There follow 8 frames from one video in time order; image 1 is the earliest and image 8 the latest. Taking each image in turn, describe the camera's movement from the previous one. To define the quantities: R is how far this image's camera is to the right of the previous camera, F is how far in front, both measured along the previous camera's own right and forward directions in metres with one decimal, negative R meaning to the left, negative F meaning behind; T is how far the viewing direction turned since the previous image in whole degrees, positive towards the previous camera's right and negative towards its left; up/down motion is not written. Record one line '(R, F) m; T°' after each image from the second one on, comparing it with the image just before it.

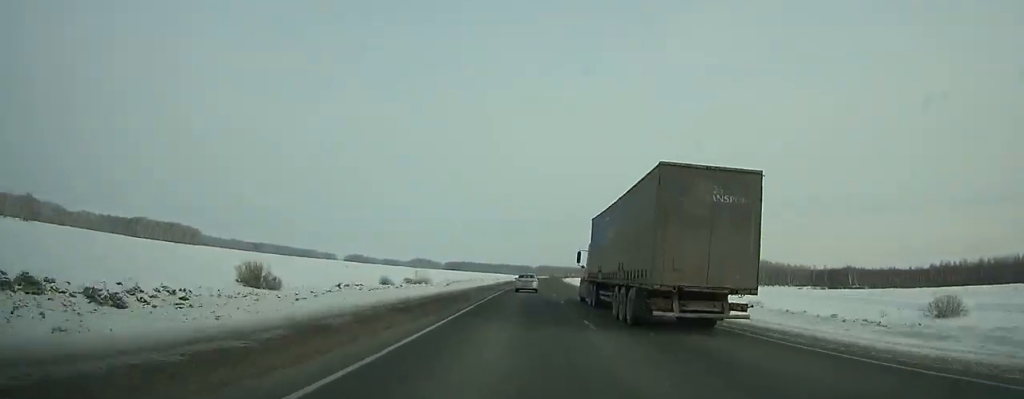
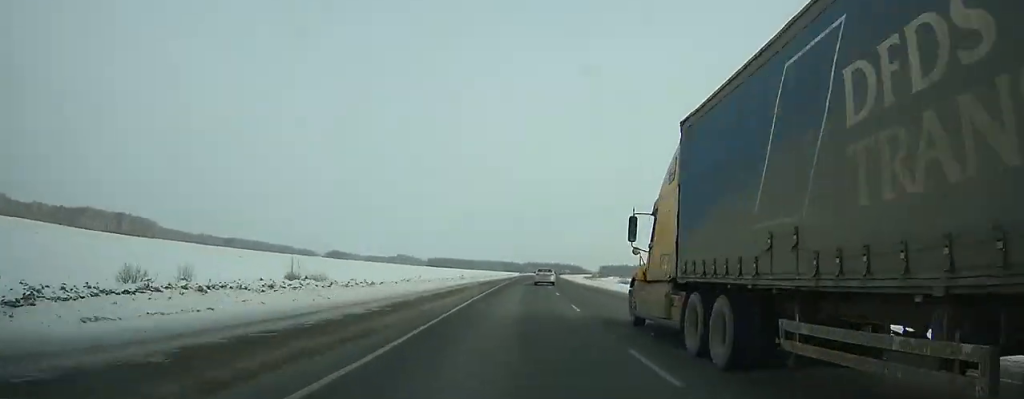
(+0.6, +68.7) m; +1°
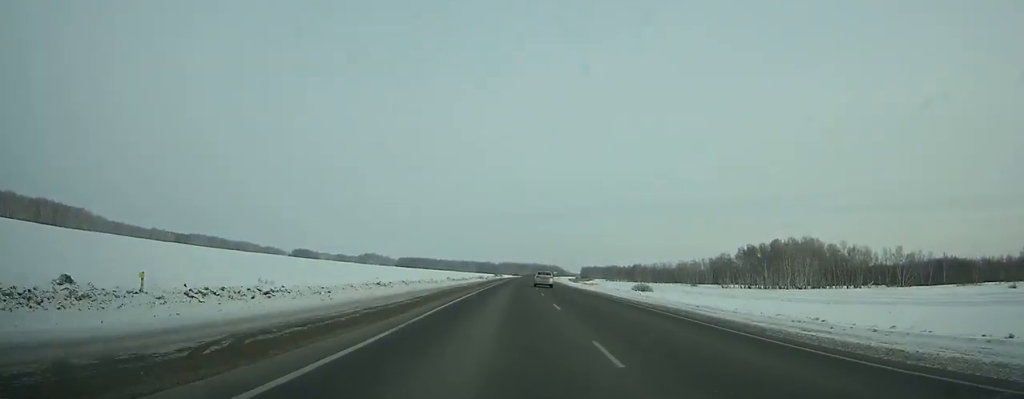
(+1.1, +82.5) m; +2°
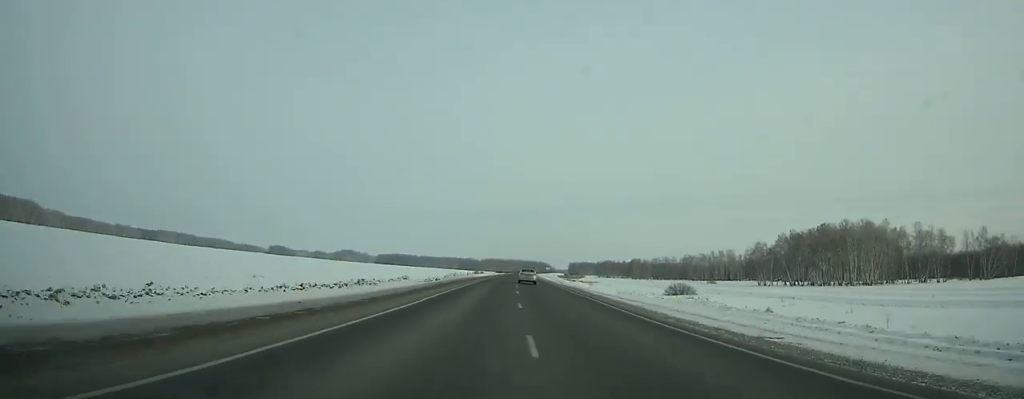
(+0.6, +58.6) m; +1°
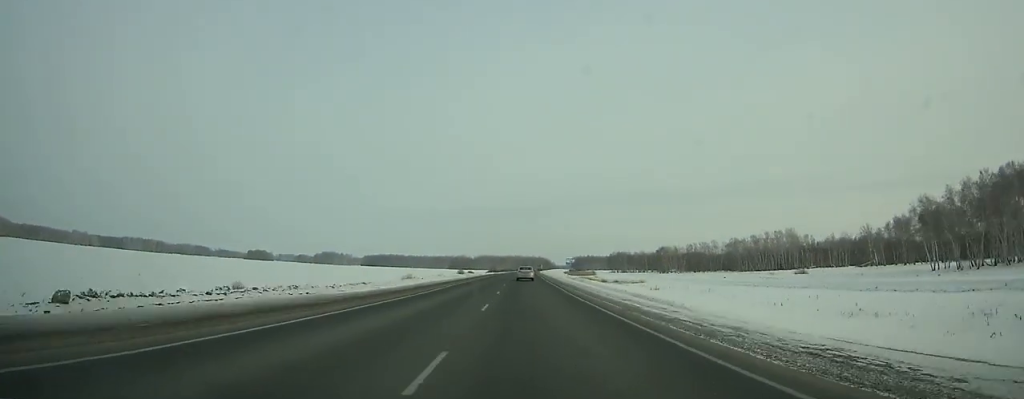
(+0.8, +98.3) m; +1°
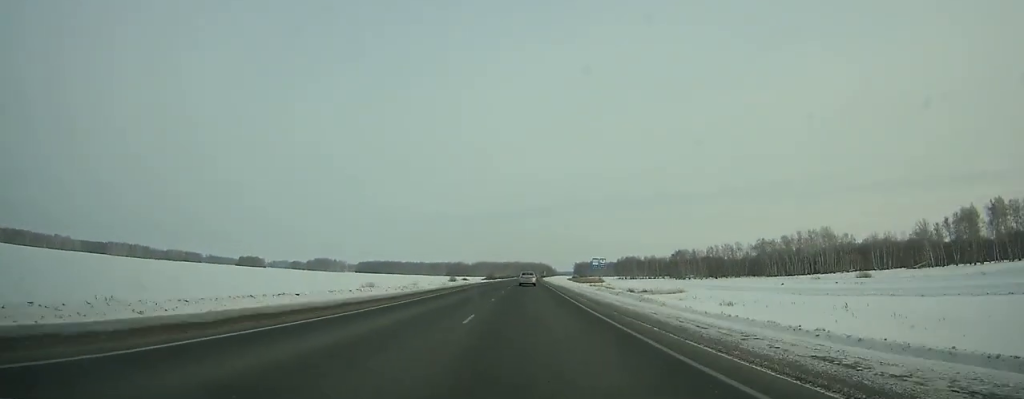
(+0.1, +39.3) m; 0°
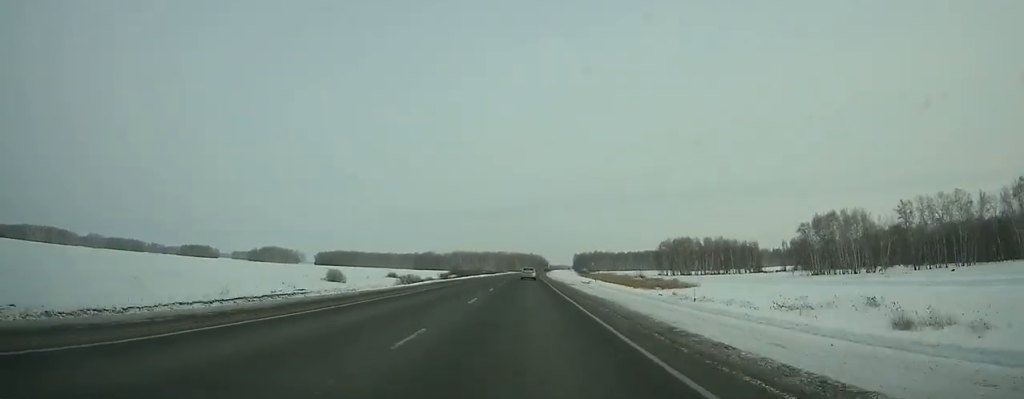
(+2.2, +175.2) m; +1°
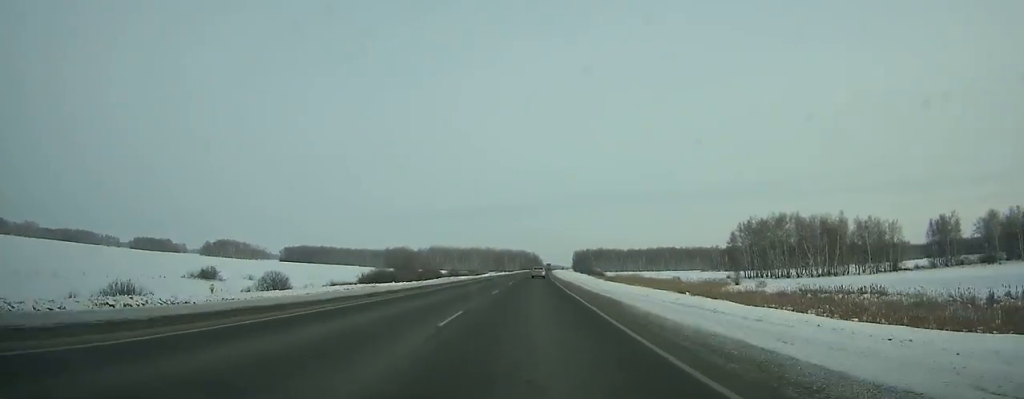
(+0.8, +113.2) m; +1°
